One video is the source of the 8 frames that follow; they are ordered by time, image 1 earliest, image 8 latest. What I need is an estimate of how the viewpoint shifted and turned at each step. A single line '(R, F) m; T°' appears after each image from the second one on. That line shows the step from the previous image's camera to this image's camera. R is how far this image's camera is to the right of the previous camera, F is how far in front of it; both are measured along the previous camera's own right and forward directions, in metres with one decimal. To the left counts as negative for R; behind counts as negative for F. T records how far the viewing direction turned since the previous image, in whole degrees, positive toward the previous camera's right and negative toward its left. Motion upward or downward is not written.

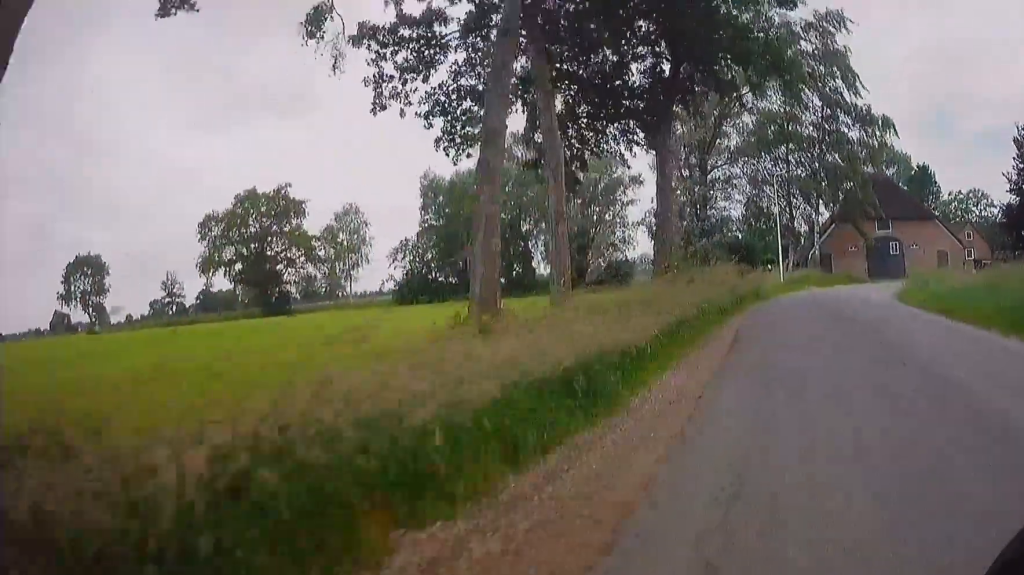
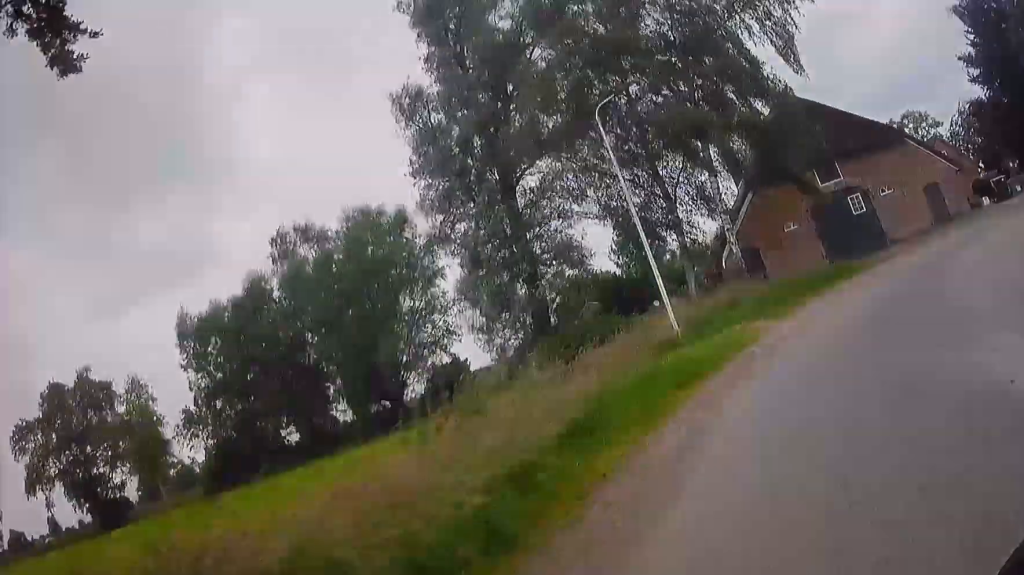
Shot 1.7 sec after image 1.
(+1.4, +10.0) m; +5°
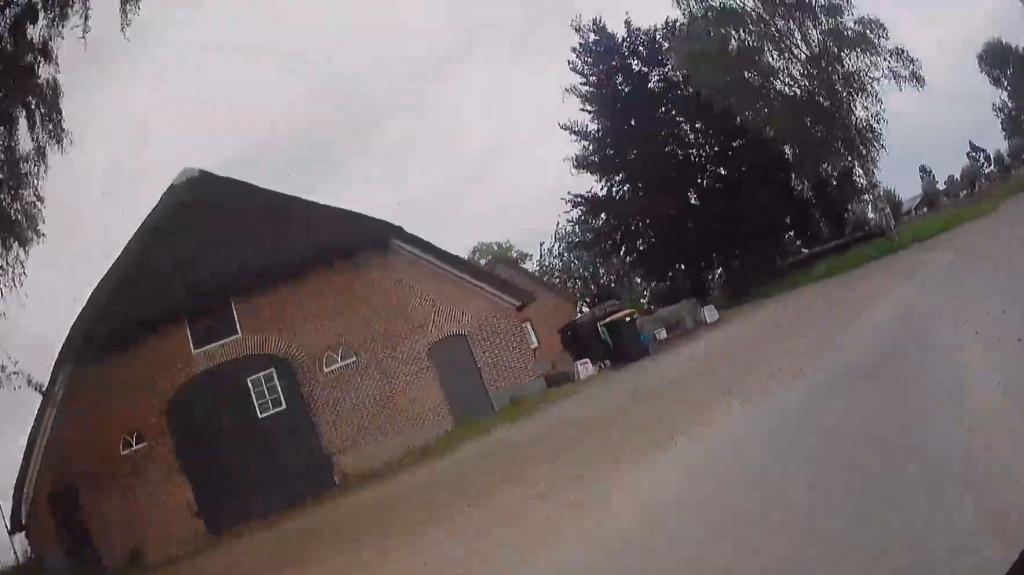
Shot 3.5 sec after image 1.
(-0.7, +20.4) m; +15°
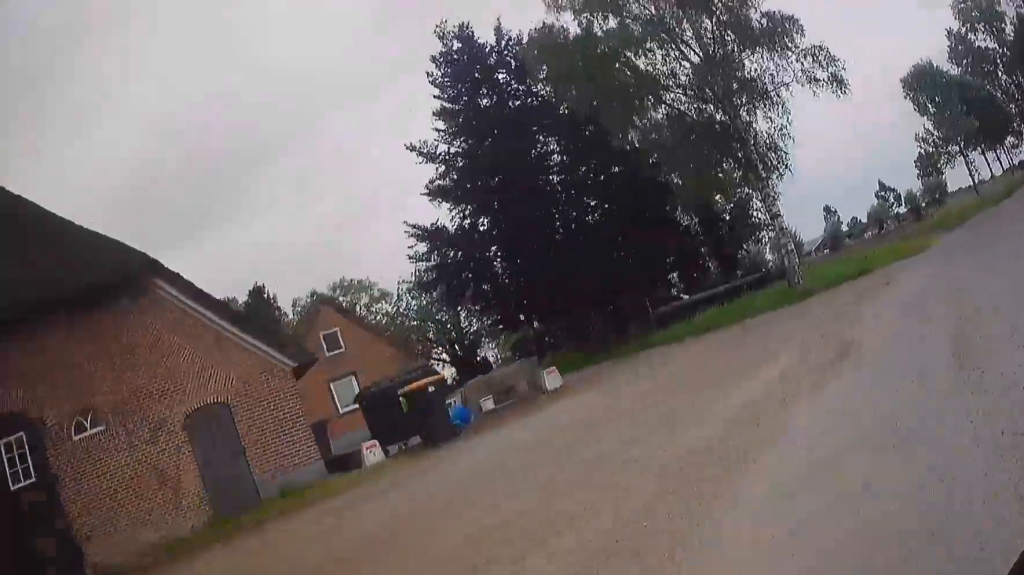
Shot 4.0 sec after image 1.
(+0.8, +4.5) m; +15°
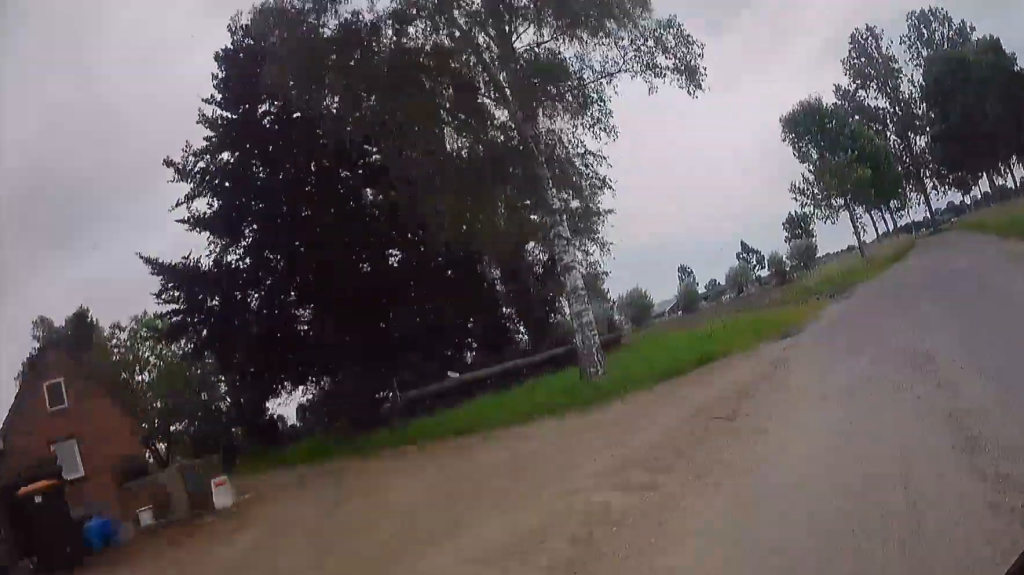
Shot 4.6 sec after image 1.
(+0.8, +5.8) m; +20°
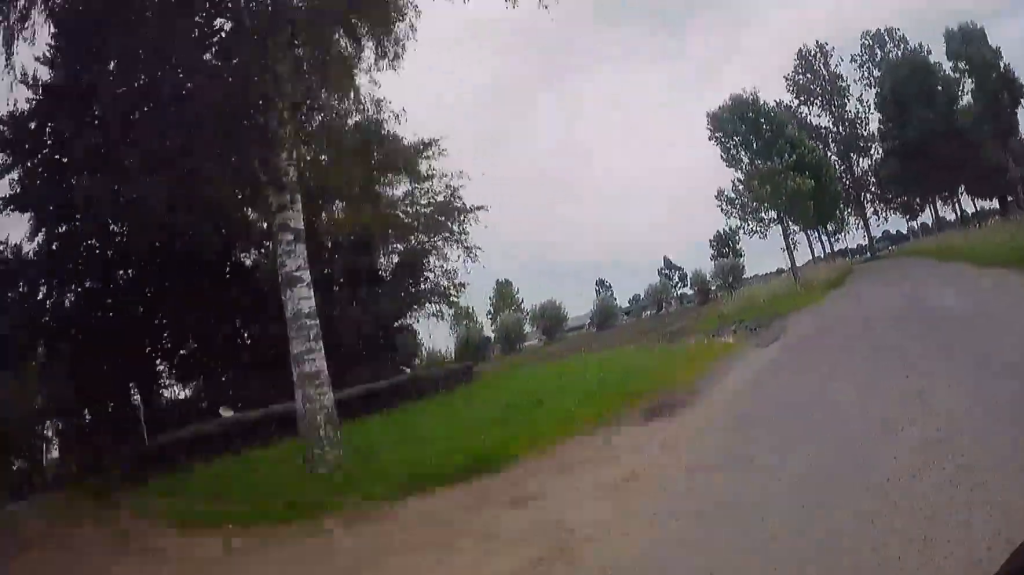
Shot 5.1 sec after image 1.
(+0.9, +4.4) m; +15°
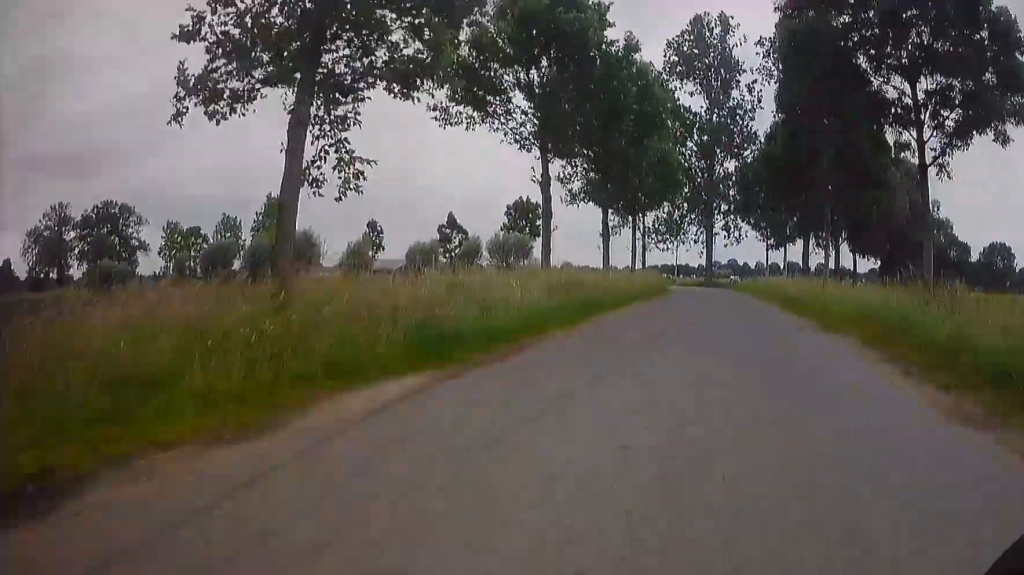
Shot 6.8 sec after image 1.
(+5.6, +17.0) m; +24°
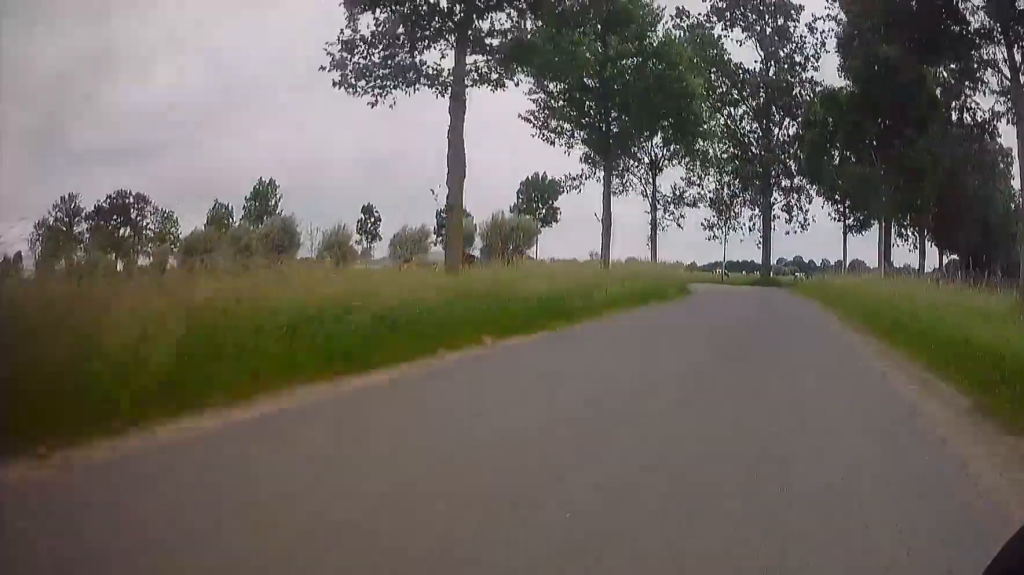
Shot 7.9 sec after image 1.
(+0.1, +12.9) m; -1°
